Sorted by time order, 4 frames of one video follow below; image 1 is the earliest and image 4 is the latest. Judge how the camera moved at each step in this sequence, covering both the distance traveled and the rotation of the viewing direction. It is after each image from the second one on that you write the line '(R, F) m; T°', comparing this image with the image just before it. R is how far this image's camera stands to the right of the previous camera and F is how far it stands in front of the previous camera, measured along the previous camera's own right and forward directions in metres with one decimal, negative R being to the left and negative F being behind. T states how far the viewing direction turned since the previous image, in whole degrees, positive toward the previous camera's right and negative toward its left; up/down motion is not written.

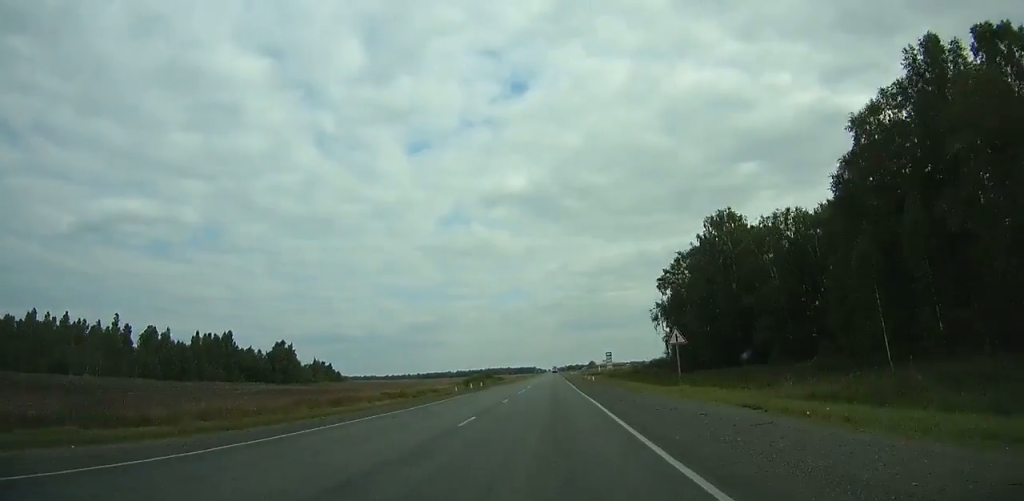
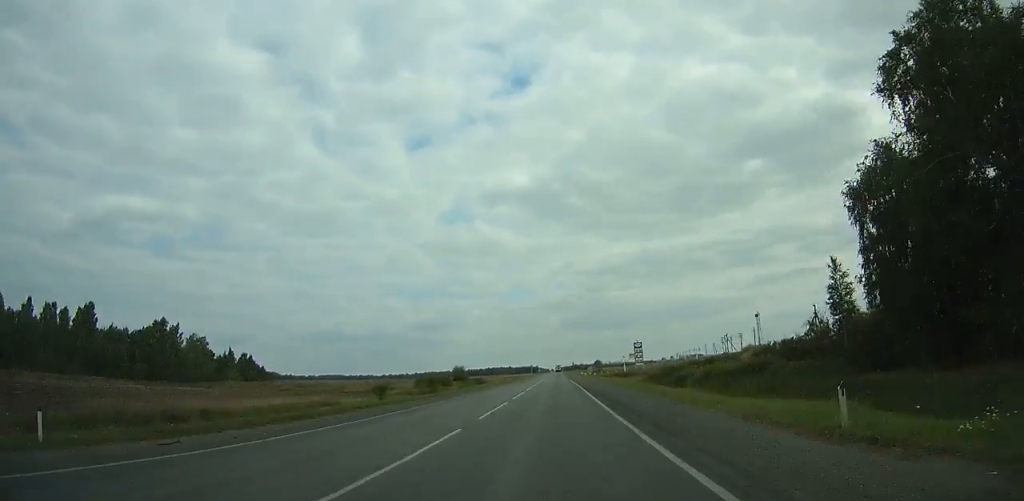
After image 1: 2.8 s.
(+0.3, +67.9) m; 0°
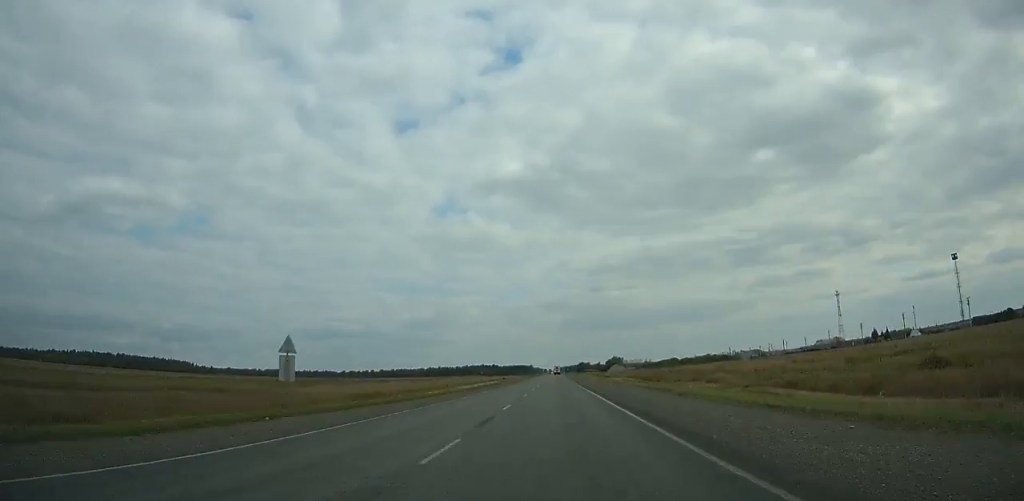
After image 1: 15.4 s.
(-0.2, +314.3) m; 0°
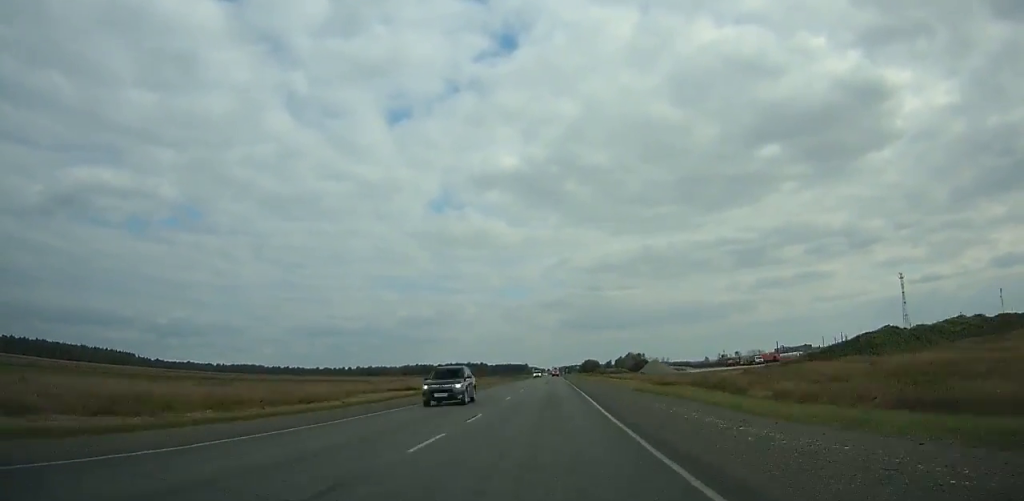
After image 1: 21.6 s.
(+0.3, +153.8) m; 0°
